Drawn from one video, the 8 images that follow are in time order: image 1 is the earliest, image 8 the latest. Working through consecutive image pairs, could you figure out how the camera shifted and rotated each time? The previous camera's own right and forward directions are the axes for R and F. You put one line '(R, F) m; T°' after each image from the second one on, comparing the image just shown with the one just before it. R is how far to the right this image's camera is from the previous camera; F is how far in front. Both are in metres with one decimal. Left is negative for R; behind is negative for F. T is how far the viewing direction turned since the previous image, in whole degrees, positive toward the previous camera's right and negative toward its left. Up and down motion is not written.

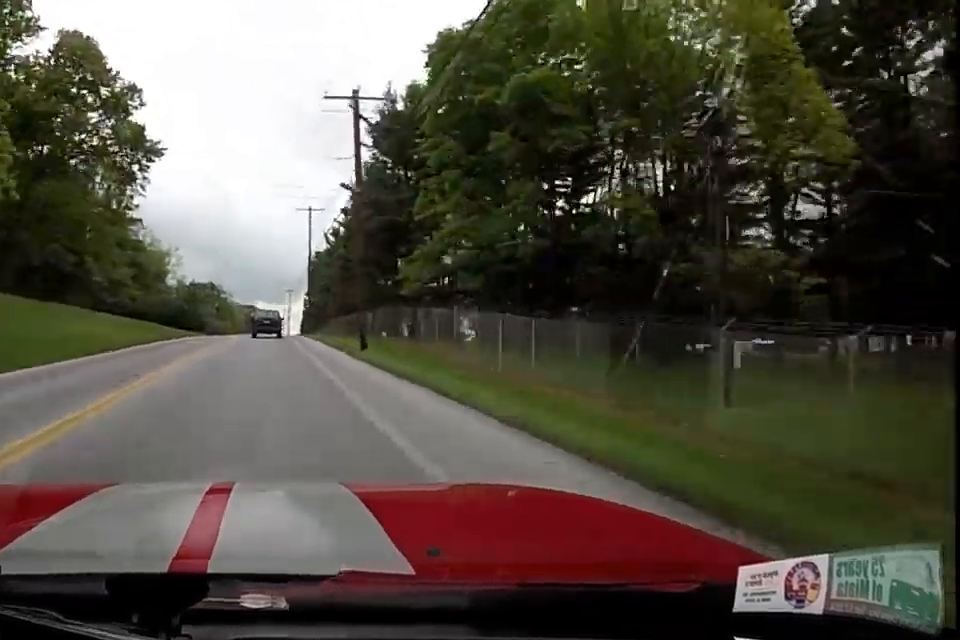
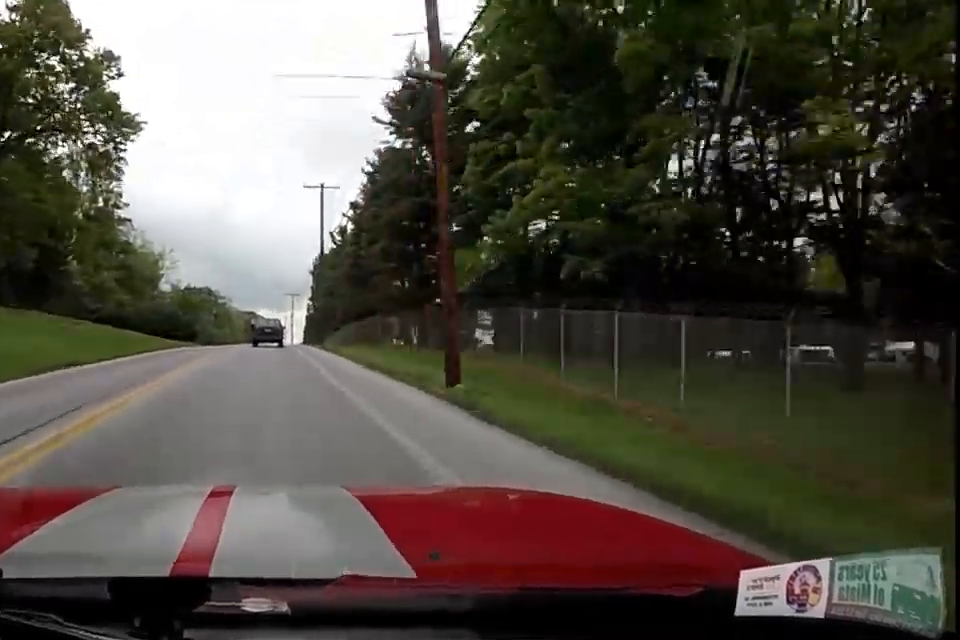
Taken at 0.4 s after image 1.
(-0.1, +10.2) m; +1°
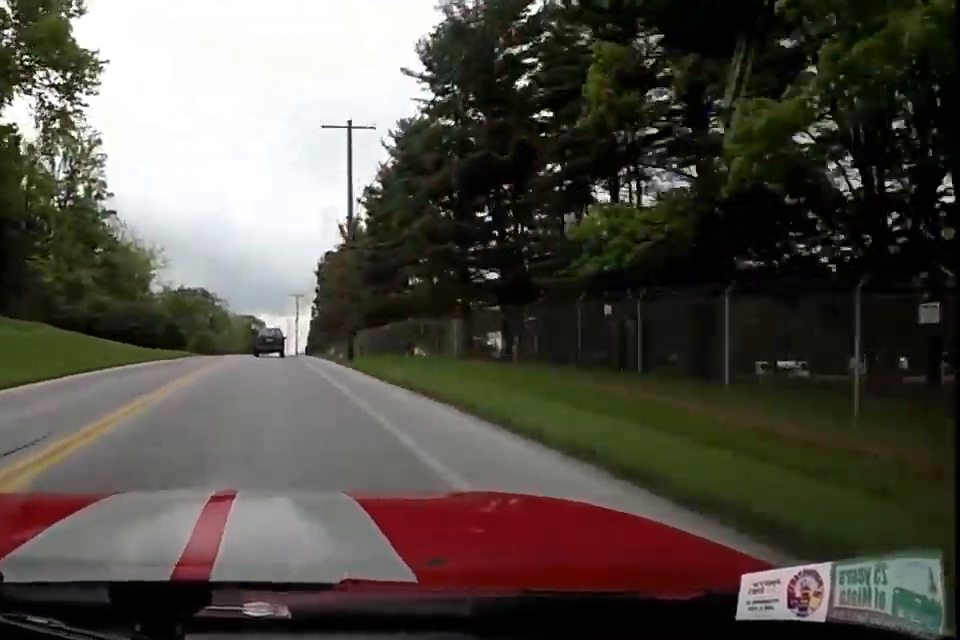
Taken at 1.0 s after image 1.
(+0.4, +12.5) m; +1°
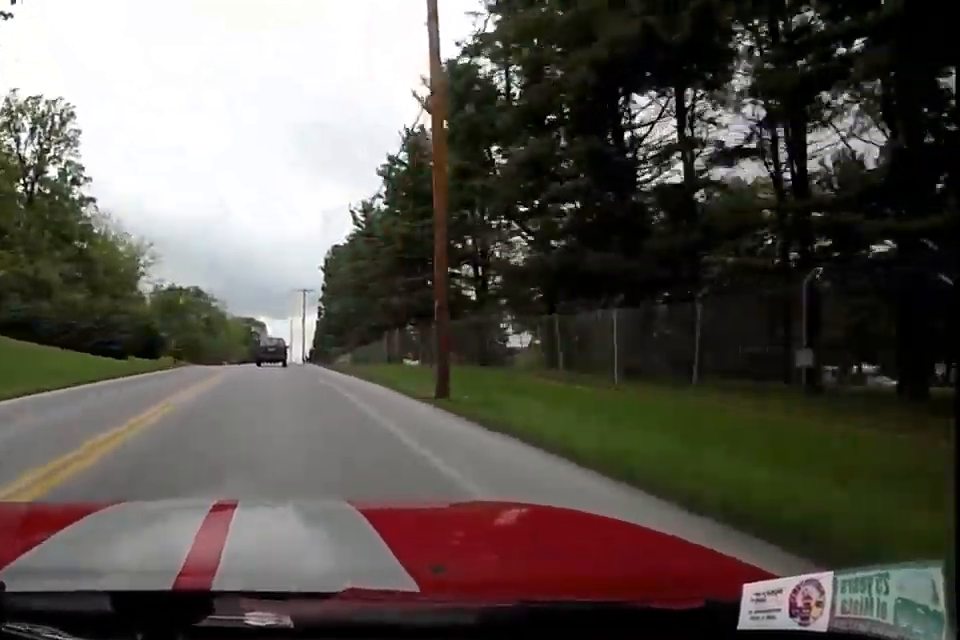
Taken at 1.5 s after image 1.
(+0.2, +13.1) m; +1°
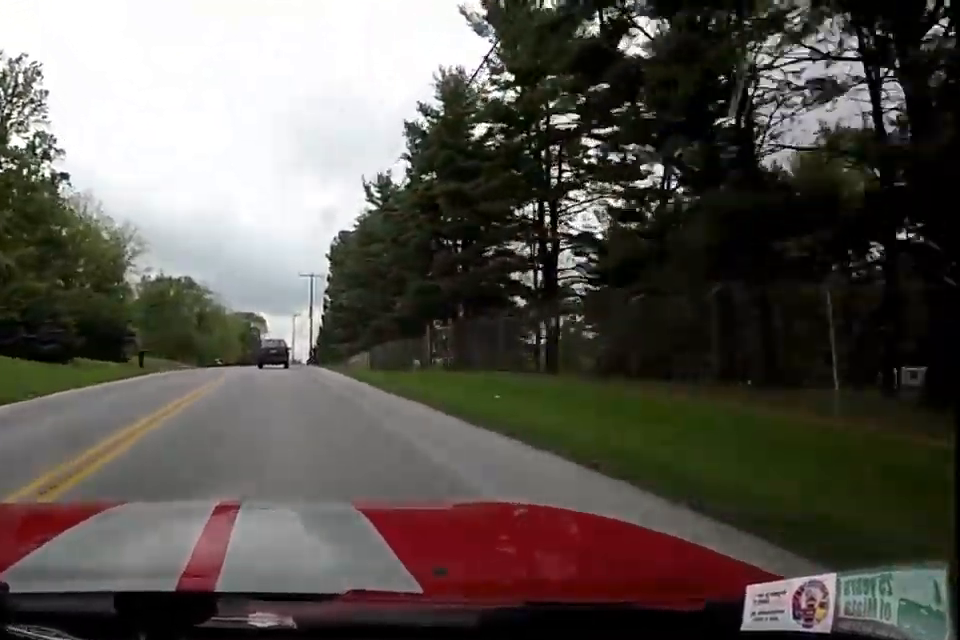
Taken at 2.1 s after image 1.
(0.0, +12.3) m; 0°
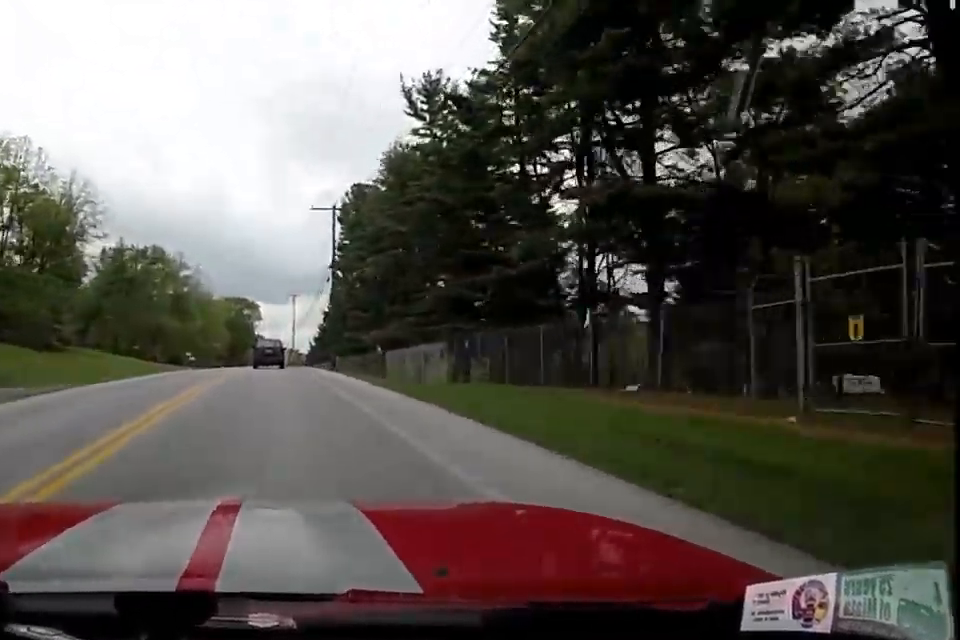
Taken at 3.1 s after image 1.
(0.0, +24.5) m; -1°
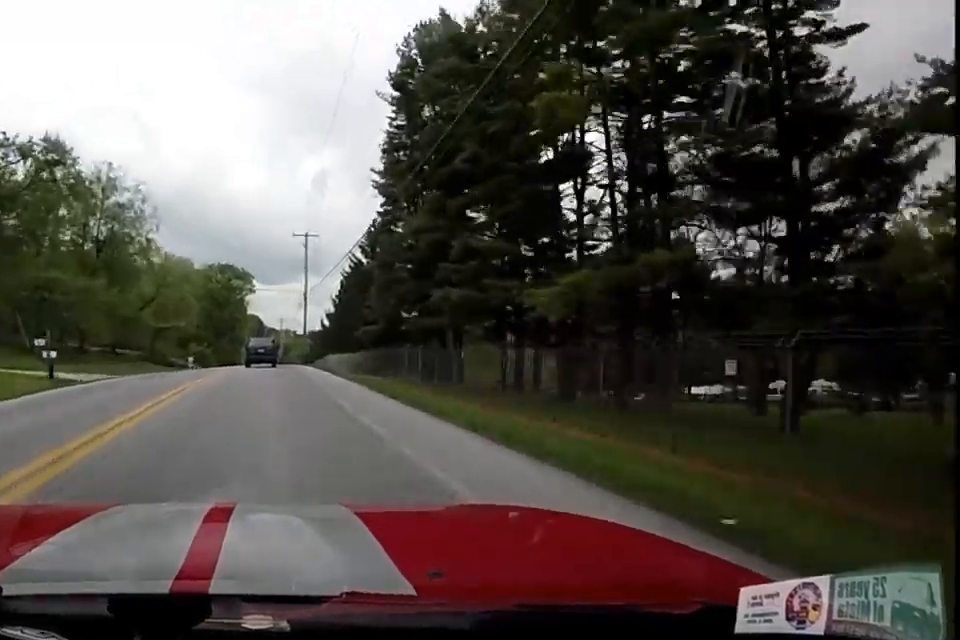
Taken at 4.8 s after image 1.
(-0.2, +39.9) m; 0°
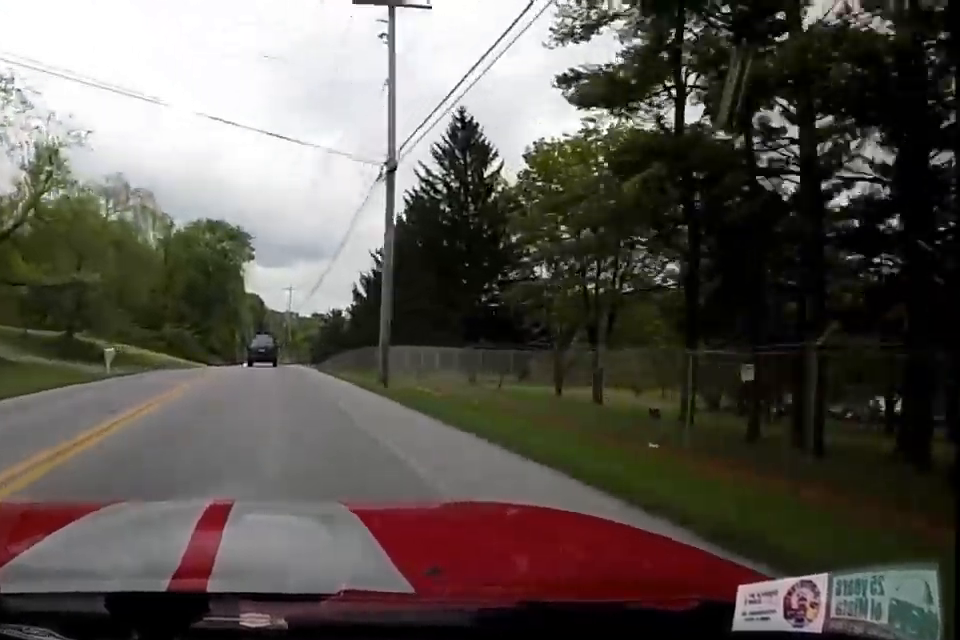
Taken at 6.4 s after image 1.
(+0.1, +37.1) m; +2°
